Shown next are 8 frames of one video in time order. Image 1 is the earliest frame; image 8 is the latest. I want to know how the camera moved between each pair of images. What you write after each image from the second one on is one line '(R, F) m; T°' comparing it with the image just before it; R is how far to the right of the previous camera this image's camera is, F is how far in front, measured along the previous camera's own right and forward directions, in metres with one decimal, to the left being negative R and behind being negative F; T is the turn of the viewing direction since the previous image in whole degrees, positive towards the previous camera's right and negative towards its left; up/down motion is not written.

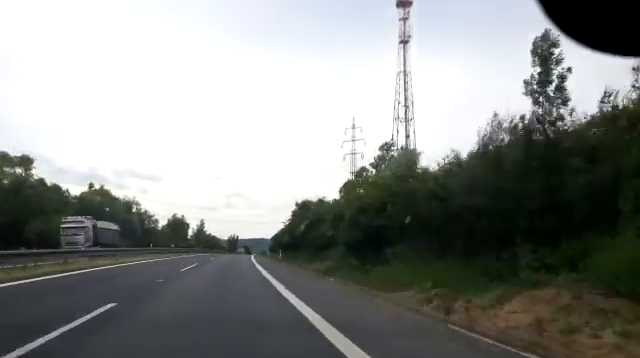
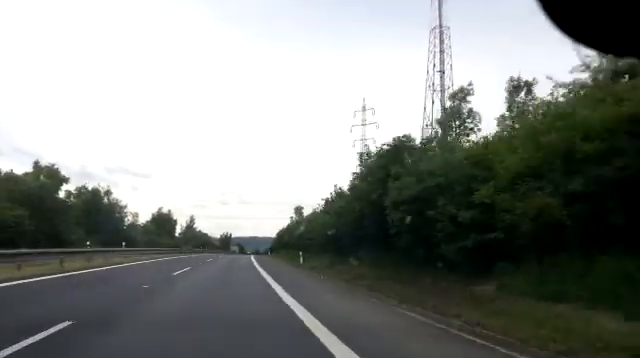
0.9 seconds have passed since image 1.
(+0.3, +20.0) m; +1°
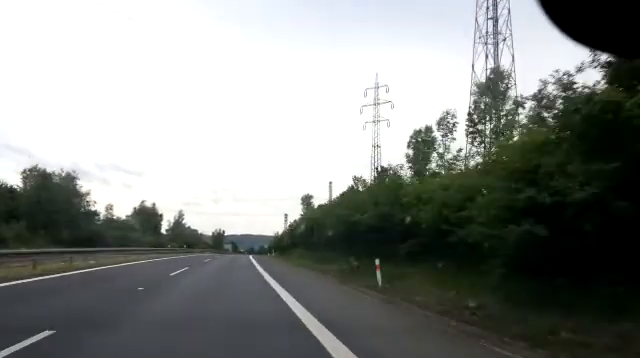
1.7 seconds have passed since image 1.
(0.0, +18.3) m; +1°
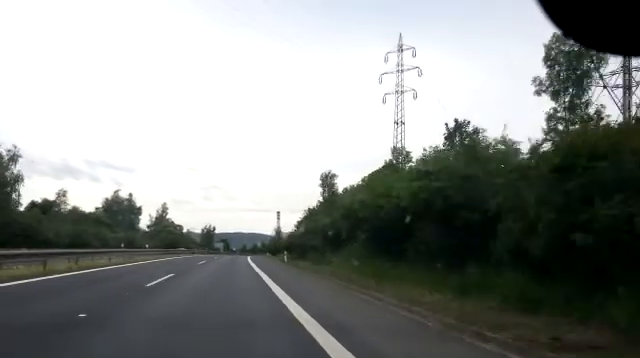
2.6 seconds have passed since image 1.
(+0.3, +22.1) m; +1°
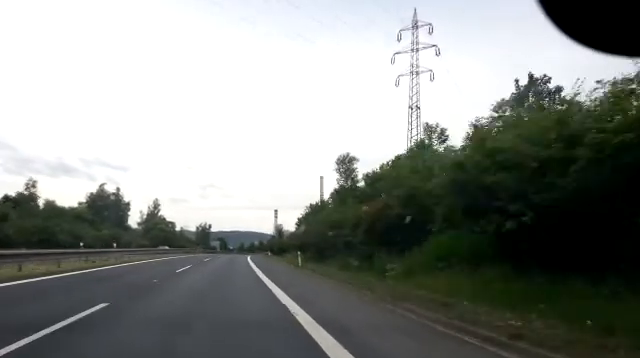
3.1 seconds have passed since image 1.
(0.0, +10.0) m; 0°
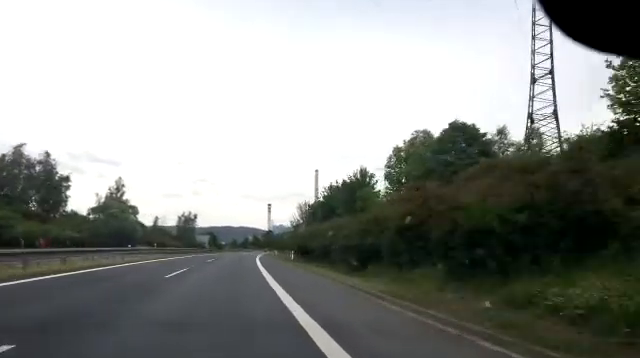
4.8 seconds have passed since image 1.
(+0.2, +39.3) m; 0°
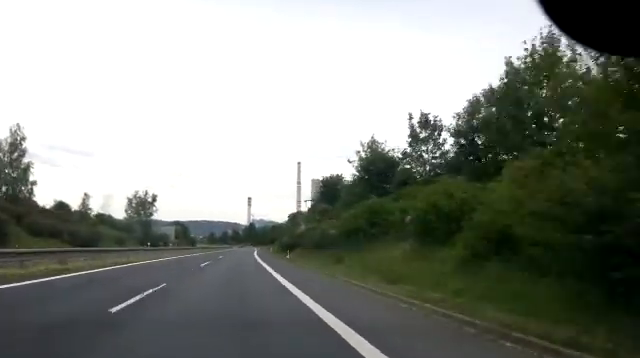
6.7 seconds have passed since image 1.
(+0.7, +44.3) m; +3°
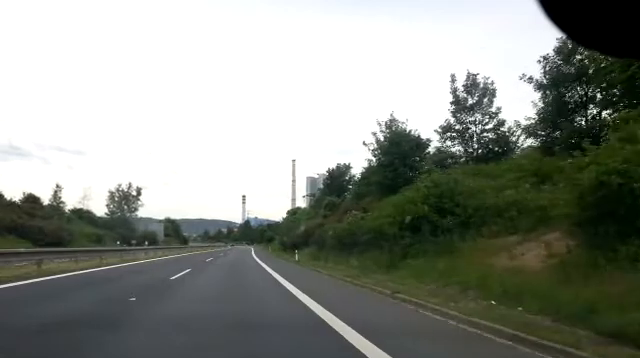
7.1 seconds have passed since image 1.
(0.0, +10.1) m; +1°
